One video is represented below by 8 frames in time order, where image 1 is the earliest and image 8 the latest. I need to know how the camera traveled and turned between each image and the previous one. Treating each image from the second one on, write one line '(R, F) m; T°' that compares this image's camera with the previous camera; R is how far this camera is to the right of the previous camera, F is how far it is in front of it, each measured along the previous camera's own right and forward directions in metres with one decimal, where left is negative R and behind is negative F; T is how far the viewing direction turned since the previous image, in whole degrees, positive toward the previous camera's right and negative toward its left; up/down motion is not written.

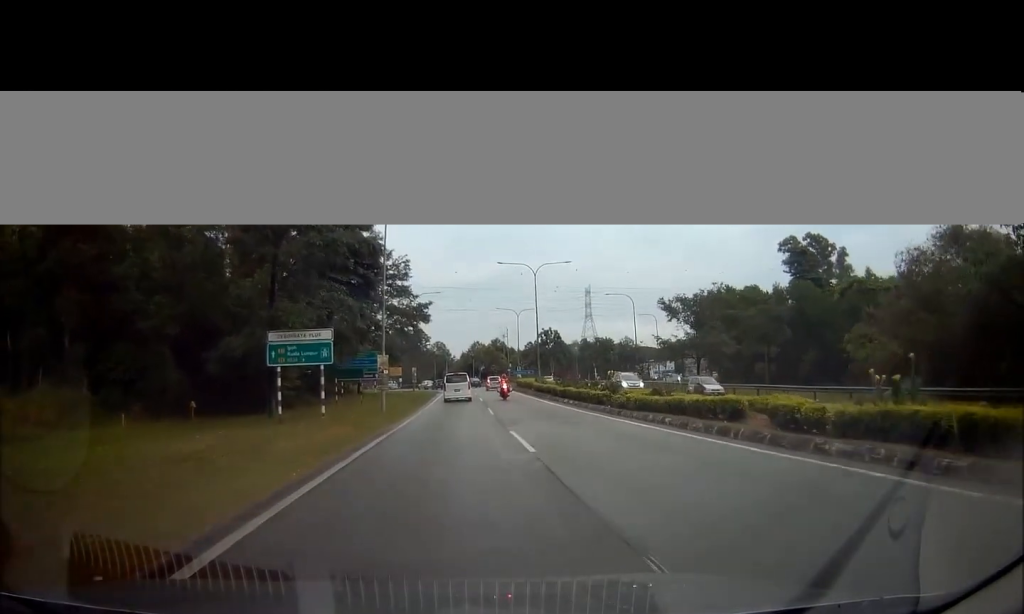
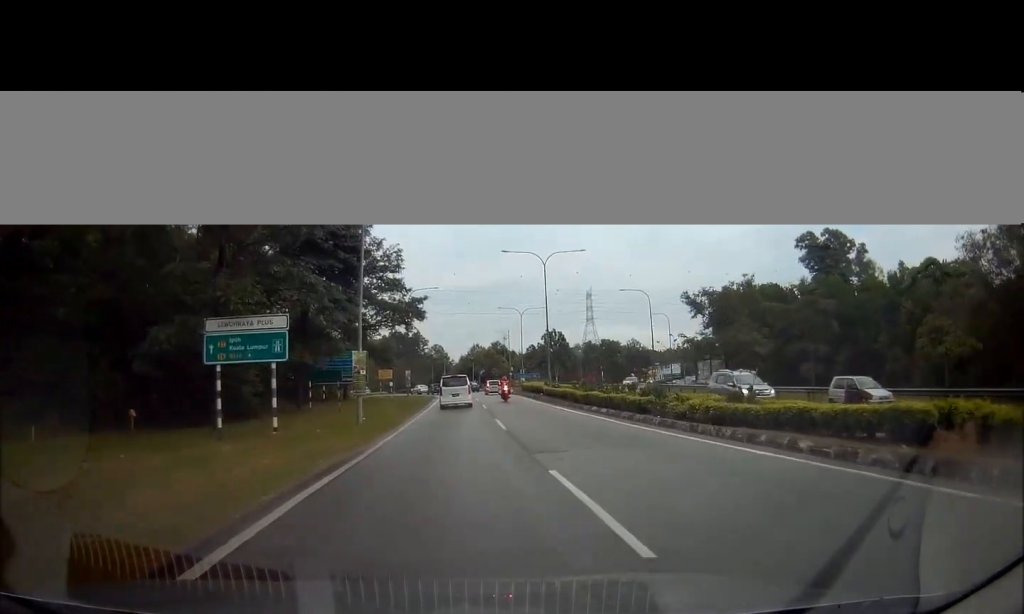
(0.0, +7.1) m; 0°
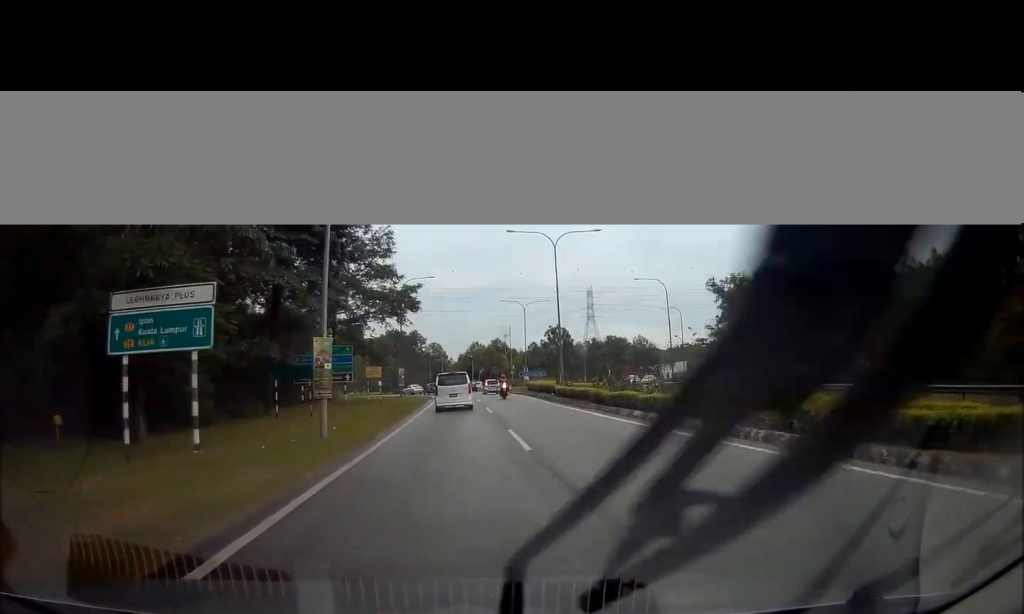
(0.0, +6.4) m; 0°
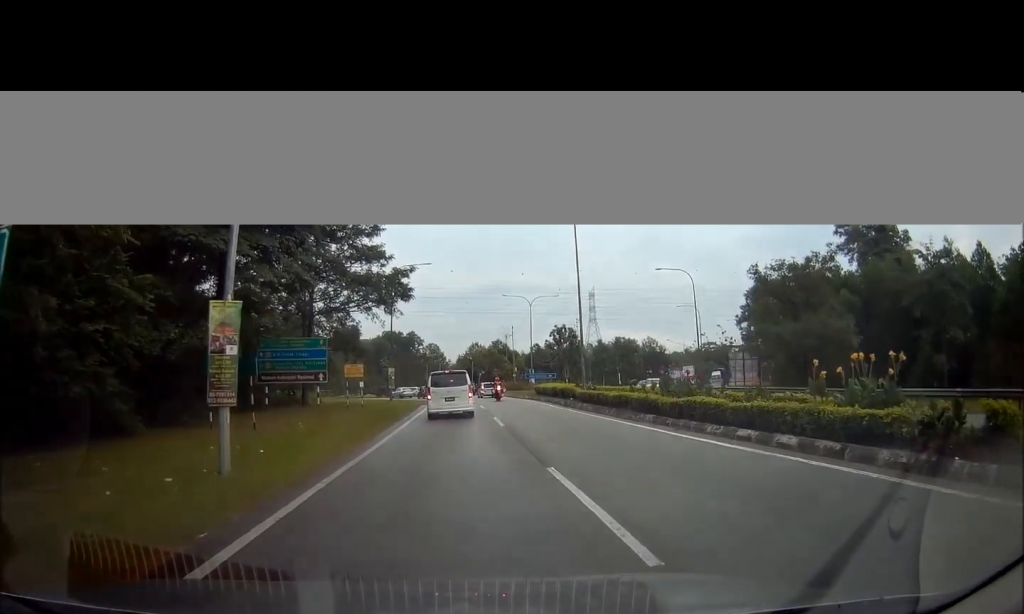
(0.0, +7.8) m; 0°
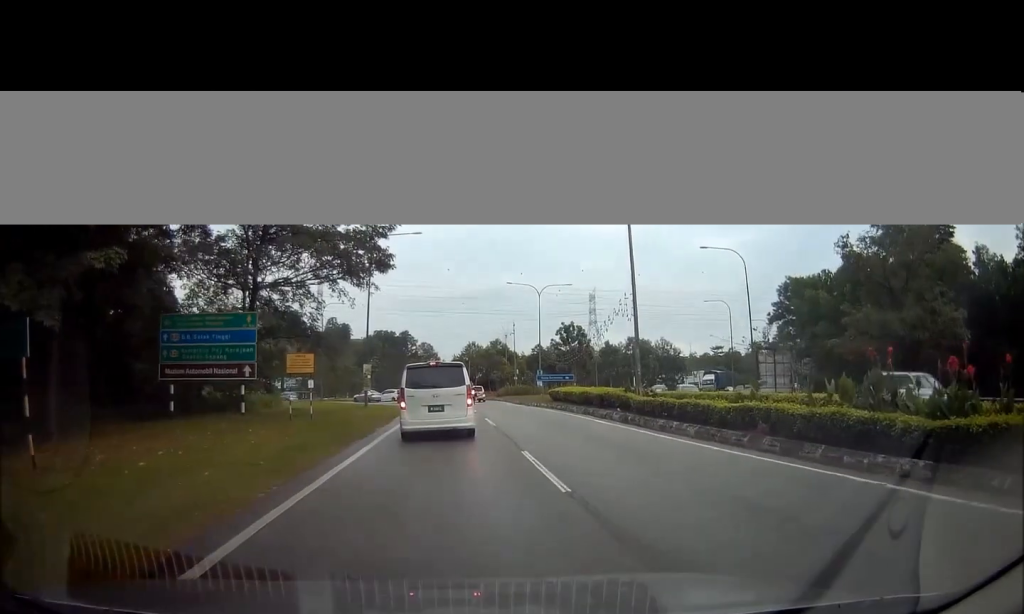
(+0.3, +11.1) m; +3°
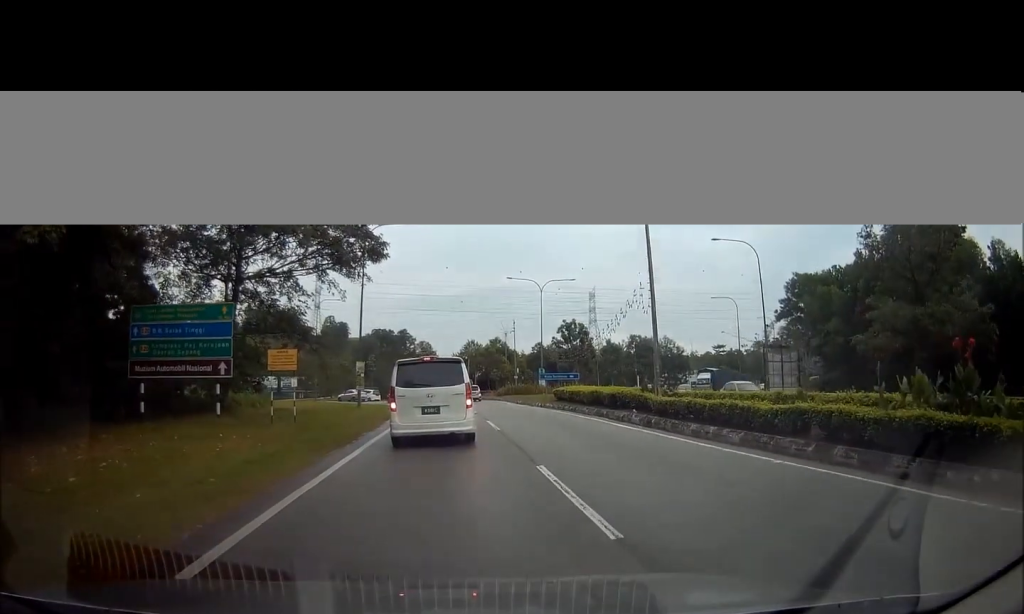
(0.0, +2.2) m; 0°
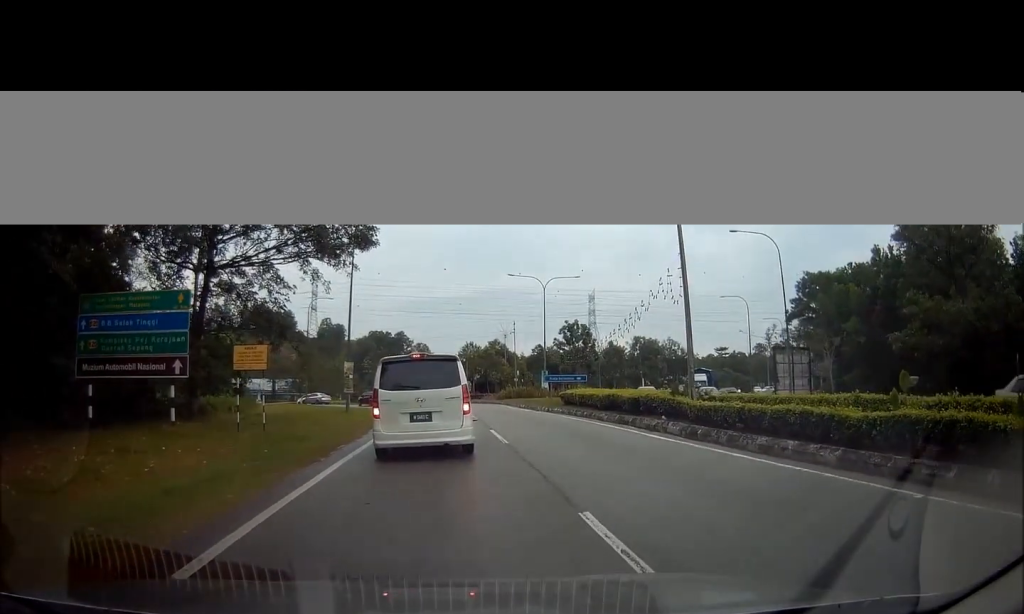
(0.0, +3.5) m; +3°
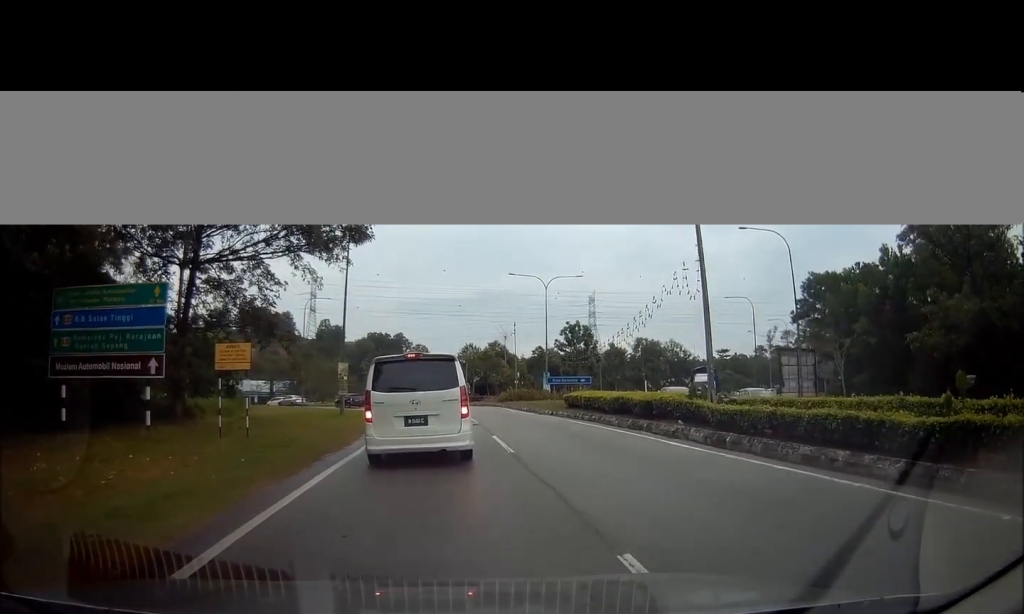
(+0.1, +1.0) m; 0°
